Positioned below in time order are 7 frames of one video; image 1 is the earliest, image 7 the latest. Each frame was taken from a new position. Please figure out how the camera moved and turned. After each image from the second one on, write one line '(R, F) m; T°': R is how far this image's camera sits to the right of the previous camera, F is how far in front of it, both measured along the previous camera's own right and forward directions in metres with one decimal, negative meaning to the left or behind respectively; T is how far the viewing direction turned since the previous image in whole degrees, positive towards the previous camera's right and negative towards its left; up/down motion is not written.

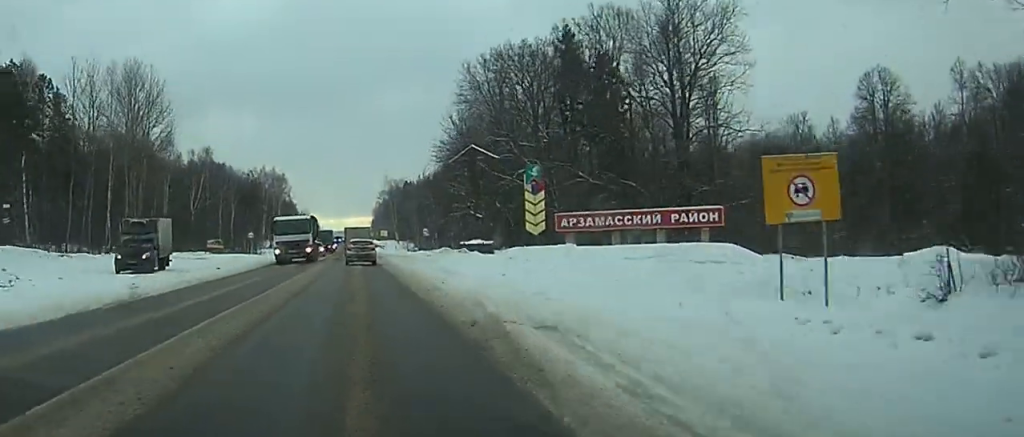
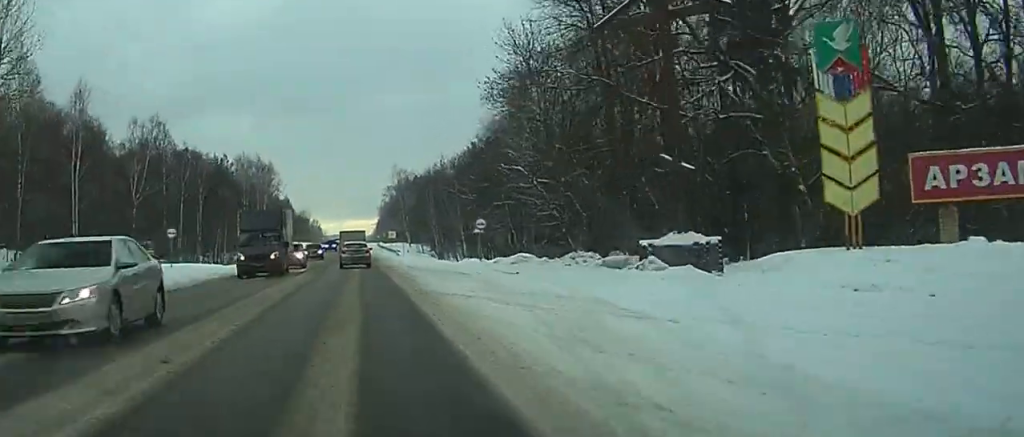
(+1.0, +42.1) m; +1°
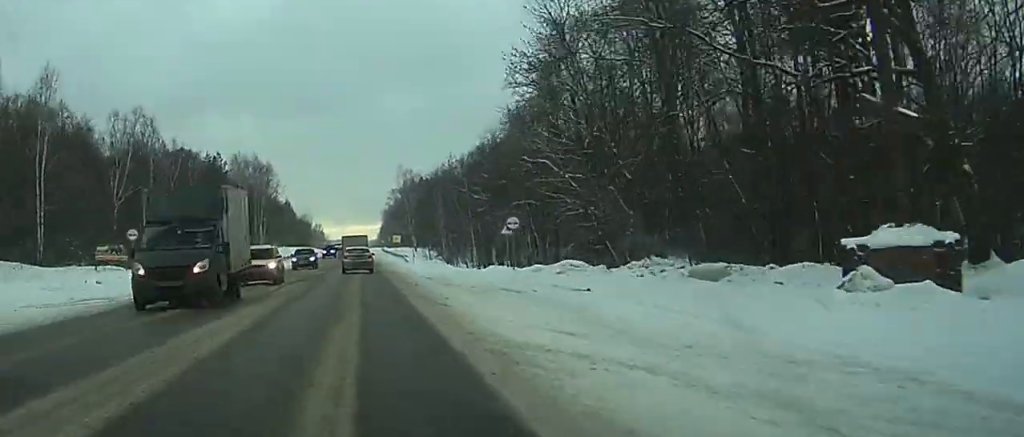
(0.0, +10.2) m; 0°
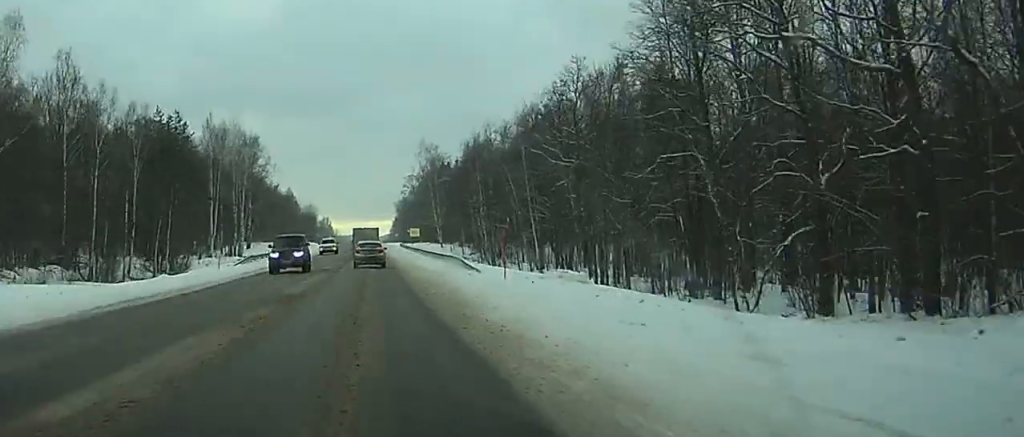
(0.0, +41.5) m; -1°
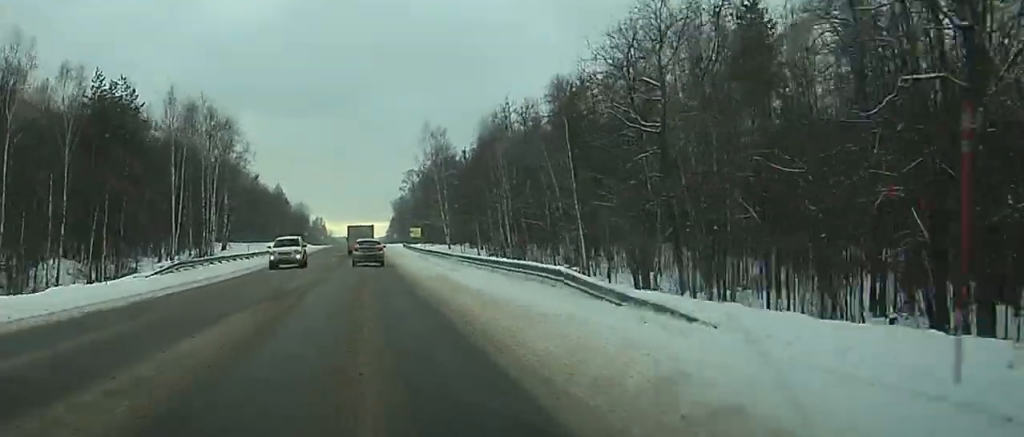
(-0.2, +22.5) m; -1°
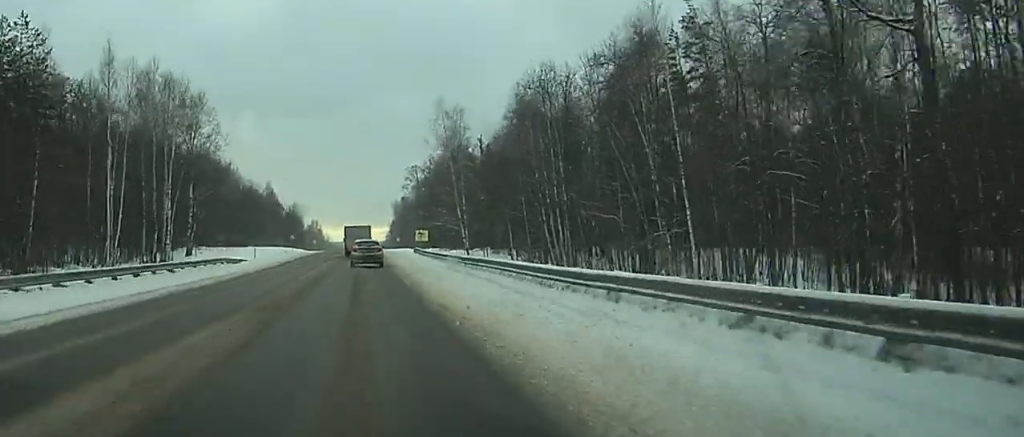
(-0.1, +26.1) m; 0°
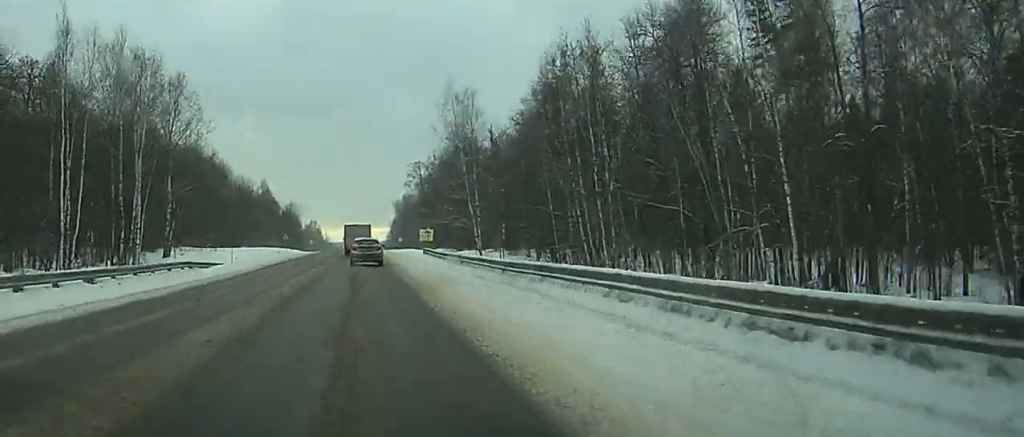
(0.0, +12.7) m; 0°
